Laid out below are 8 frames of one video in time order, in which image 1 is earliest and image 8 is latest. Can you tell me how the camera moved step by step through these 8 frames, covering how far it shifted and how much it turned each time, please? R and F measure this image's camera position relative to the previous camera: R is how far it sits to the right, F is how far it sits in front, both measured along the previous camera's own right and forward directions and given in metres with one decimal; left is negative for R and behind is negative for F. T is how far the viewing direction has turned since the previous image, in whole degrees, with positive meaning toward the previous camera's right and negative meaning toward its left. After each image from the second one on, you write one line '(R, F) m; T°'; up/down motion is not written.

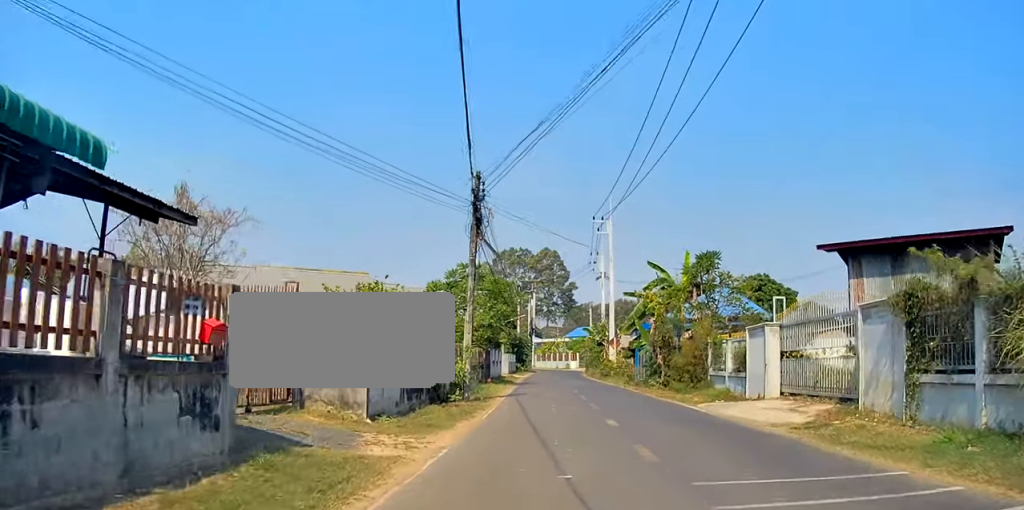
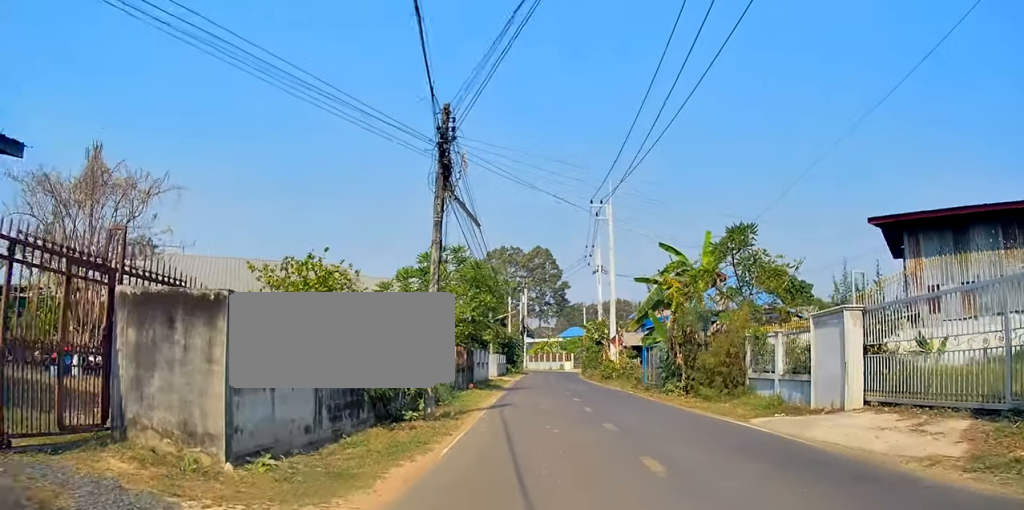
(0.0, +4.1) m; +1°
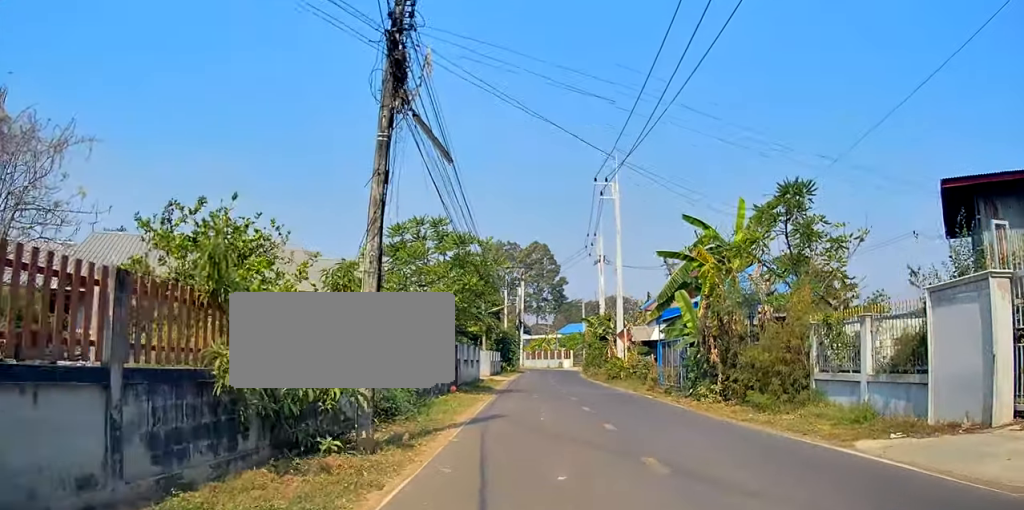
(+0.3, +3.4) m; +2°
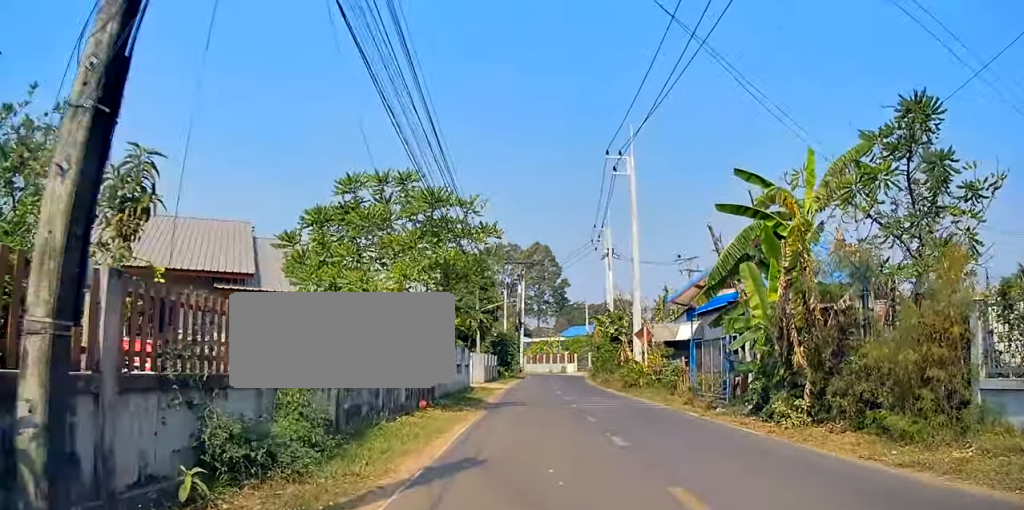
(-0.2, +4.4) m; -1°
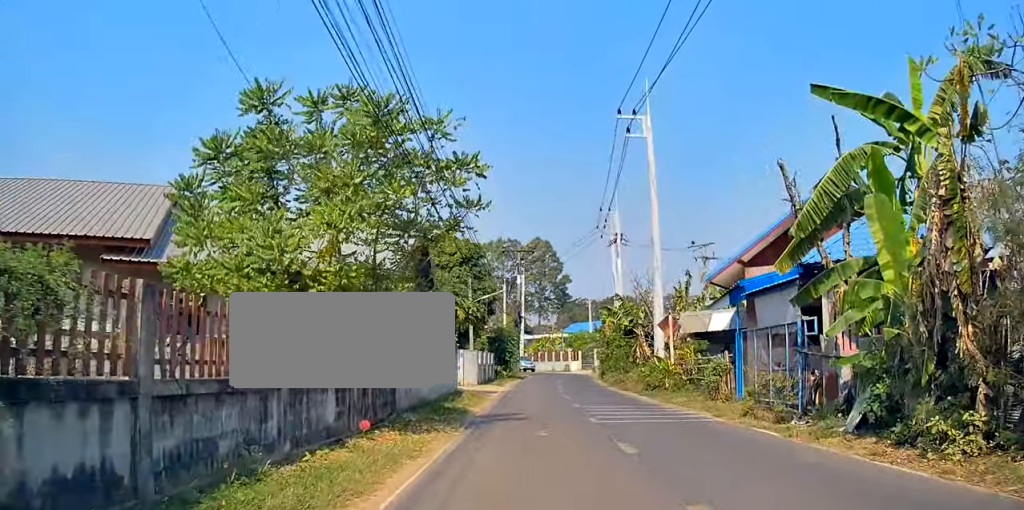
(0.0, +3.8) m; 0°
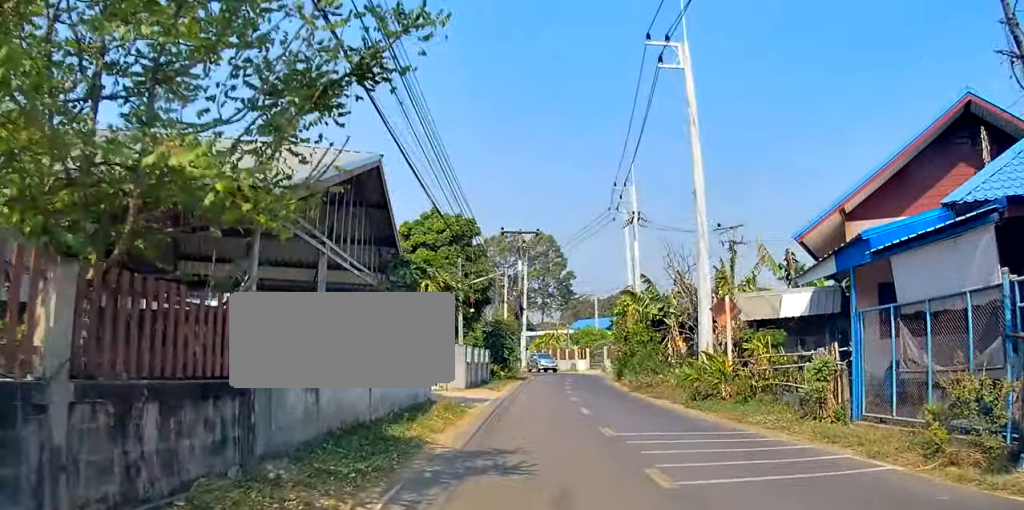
(+0.1, +5.5) m; 0°
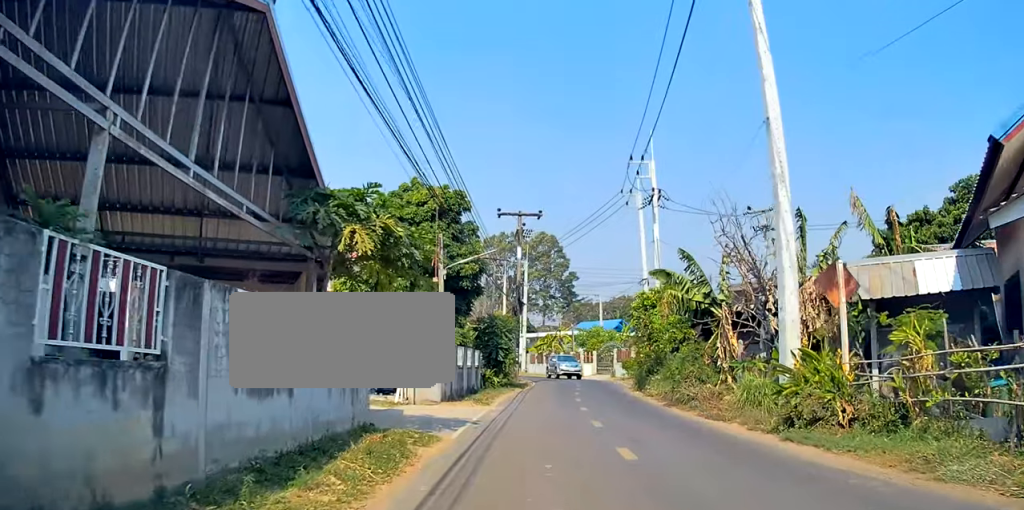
(0.0, +5.5) m; -2°
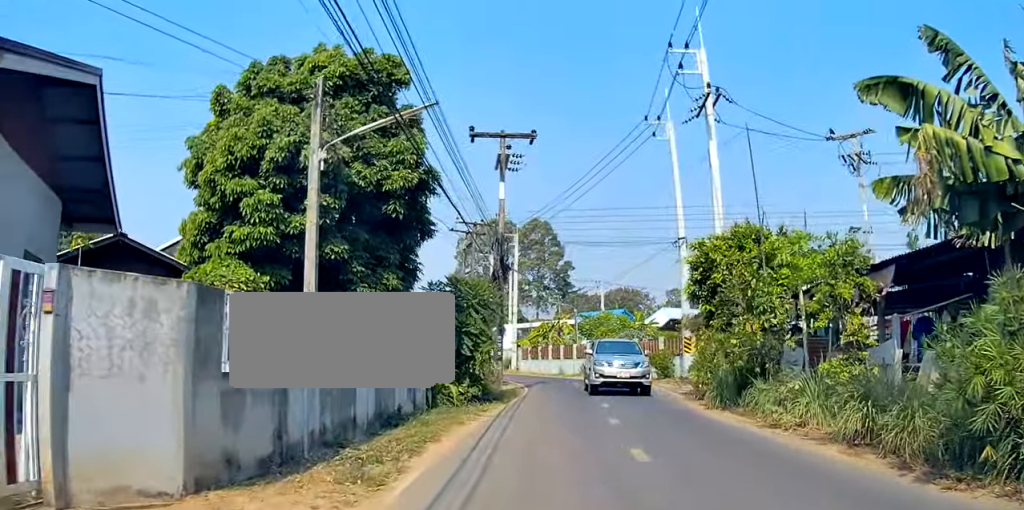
(0.0, +11.5) m; +1°
